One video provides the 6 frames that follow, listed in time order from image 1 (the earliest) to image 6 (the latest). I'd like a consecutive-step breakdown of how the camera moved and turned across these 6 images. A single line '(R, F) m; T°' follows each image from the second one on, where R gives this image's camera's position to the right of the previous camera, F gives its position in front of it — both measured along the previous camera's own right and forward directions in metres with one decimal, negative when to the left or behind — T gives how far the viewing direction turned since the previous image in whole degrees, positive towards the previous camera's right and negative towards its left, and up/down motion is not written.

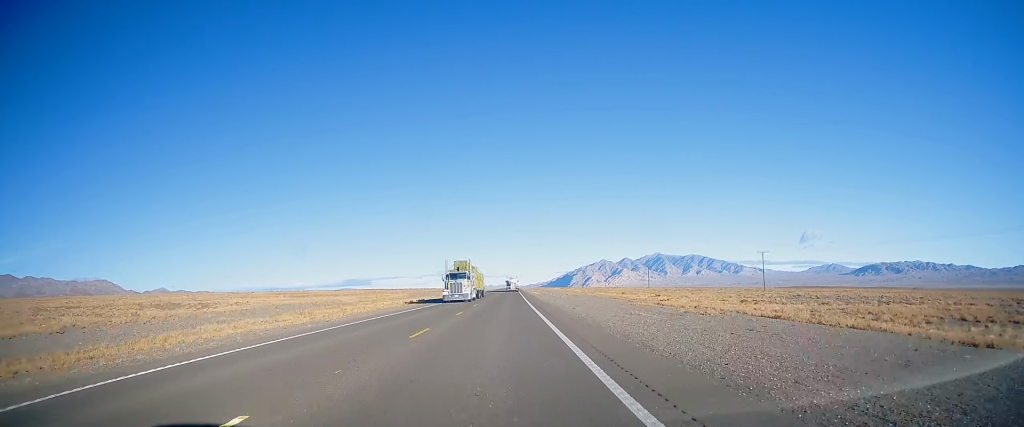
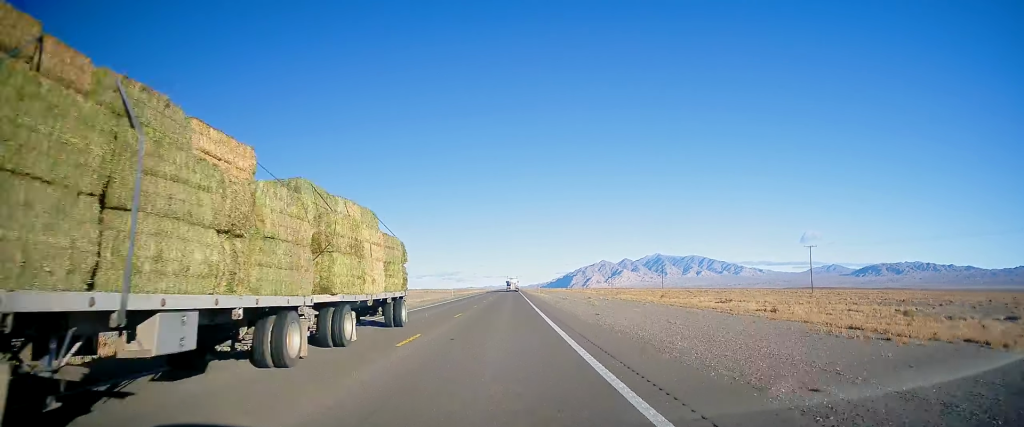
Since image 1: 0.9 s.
(0.0, +26.2) m; 0°
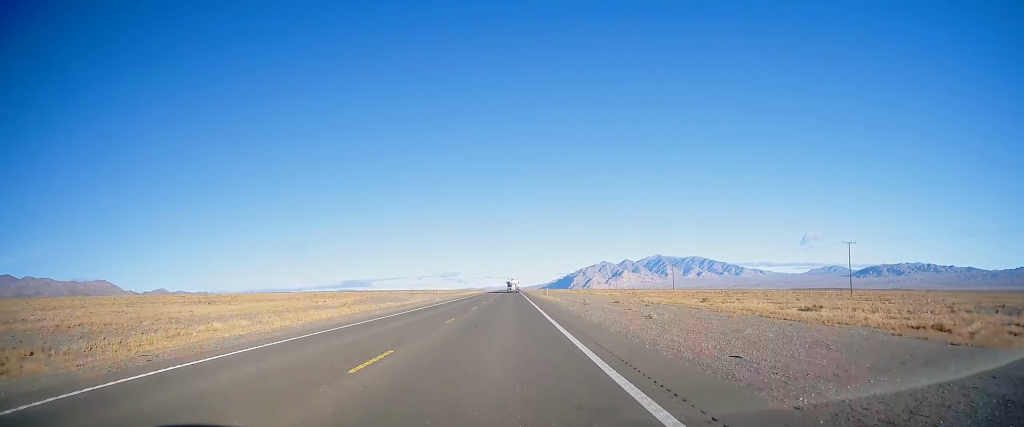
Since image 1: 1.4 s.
(0.0, +16.2) m; 0°
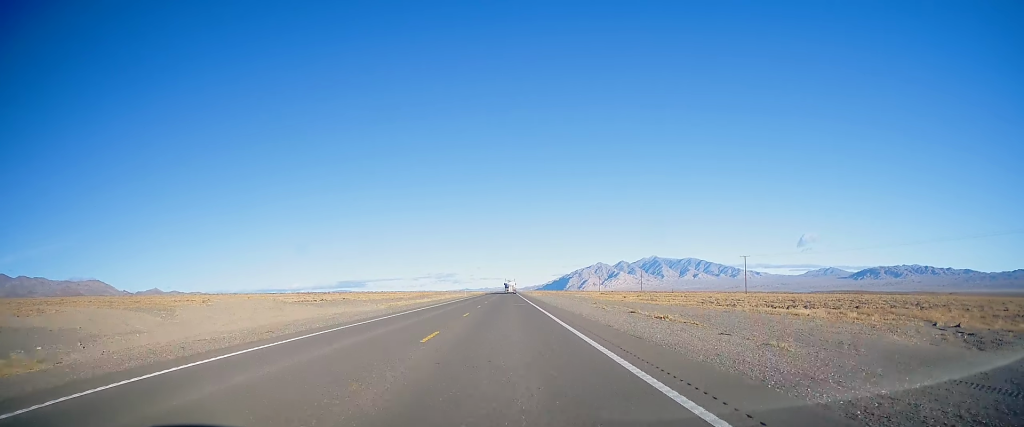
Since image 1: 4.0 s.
(+0.4, +80.2) m; +1°
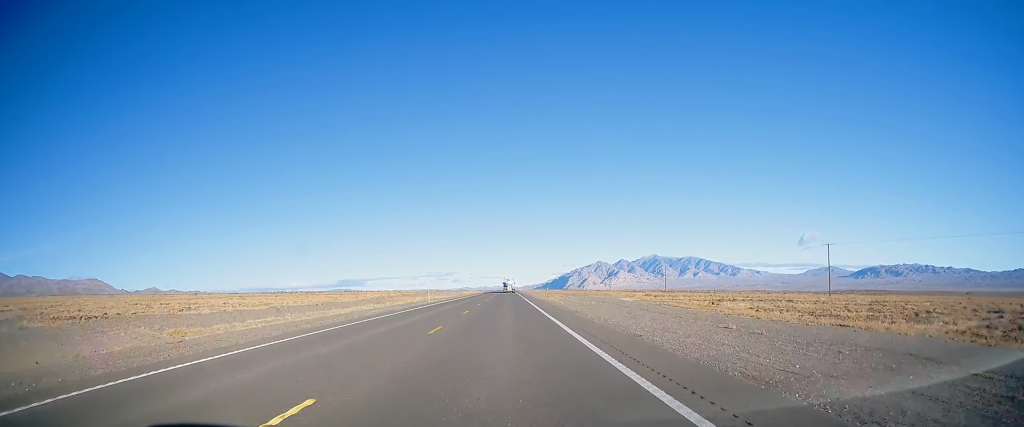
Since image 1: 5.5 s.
(-0.2, +46.2) m; 0°
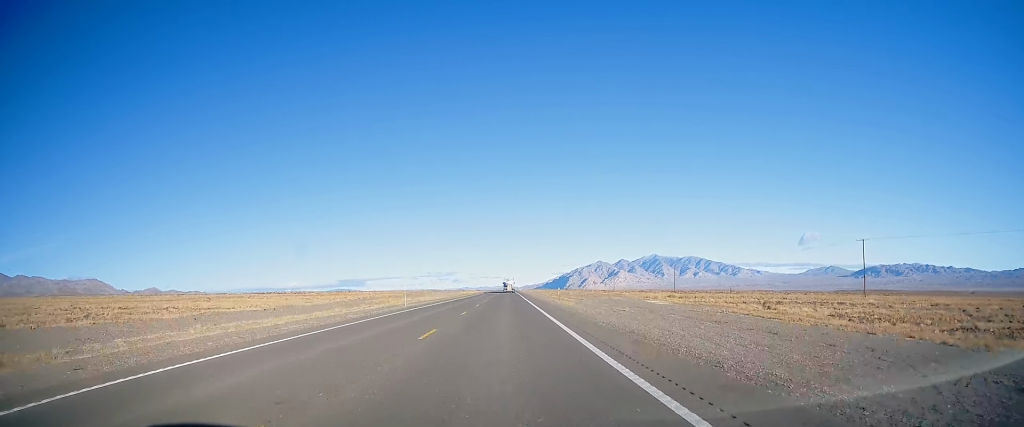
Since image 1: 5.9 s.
(-0.1, +13.5) m; 0°
